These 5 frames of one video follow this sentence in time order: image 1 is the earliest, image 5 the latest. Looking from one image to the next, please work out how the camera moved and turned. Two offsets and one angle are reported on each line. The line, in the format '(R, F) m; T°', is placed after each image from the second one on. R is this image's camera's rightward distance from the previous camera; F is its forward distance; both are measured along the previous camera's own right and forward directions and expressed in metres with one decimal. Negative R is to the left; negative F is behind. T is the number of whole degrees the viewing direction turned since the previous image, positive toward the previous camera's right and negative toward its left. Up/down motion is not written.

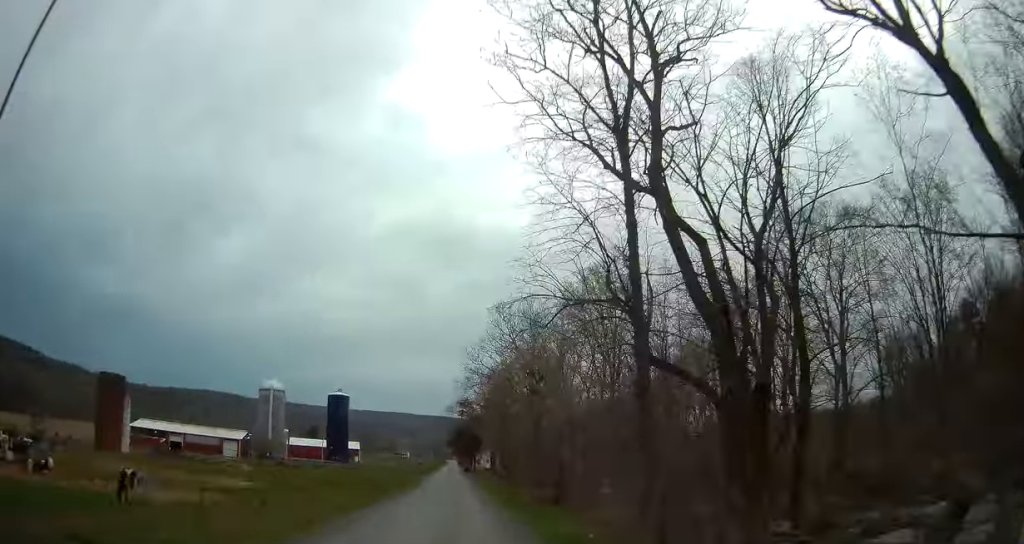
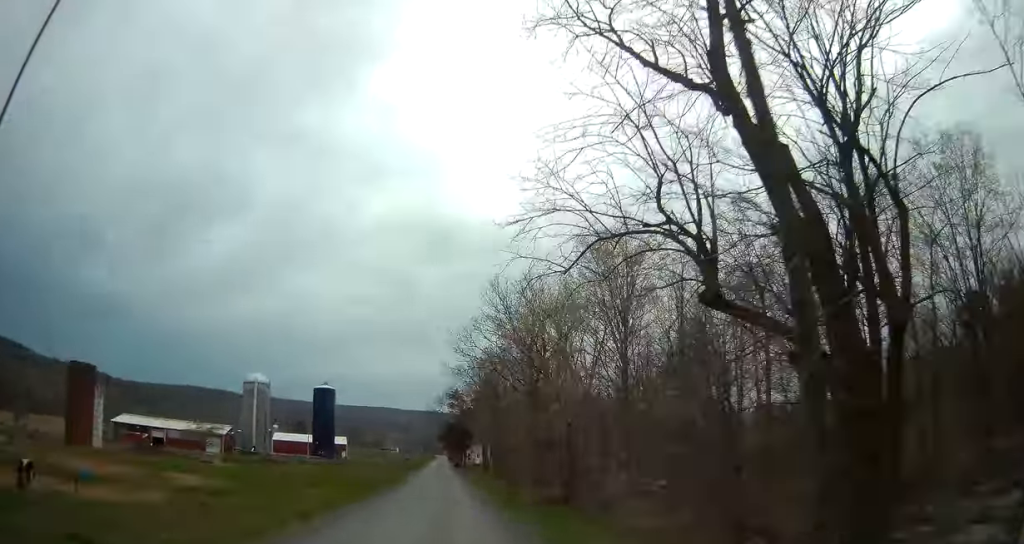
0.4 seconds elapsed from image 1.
(+0.1, +5.5) m; 0°
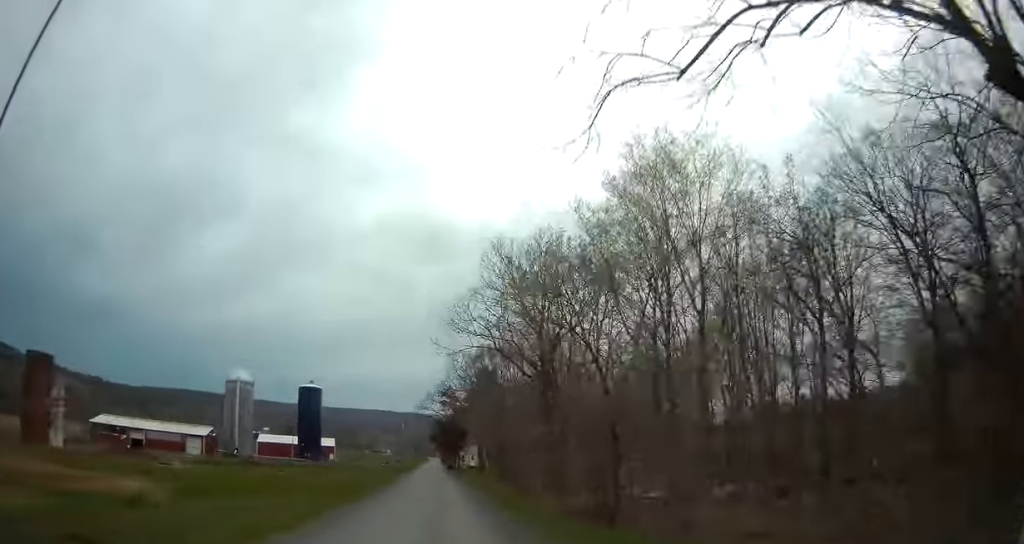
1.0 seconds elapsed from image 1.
(0.0, +8.8) m; 0°
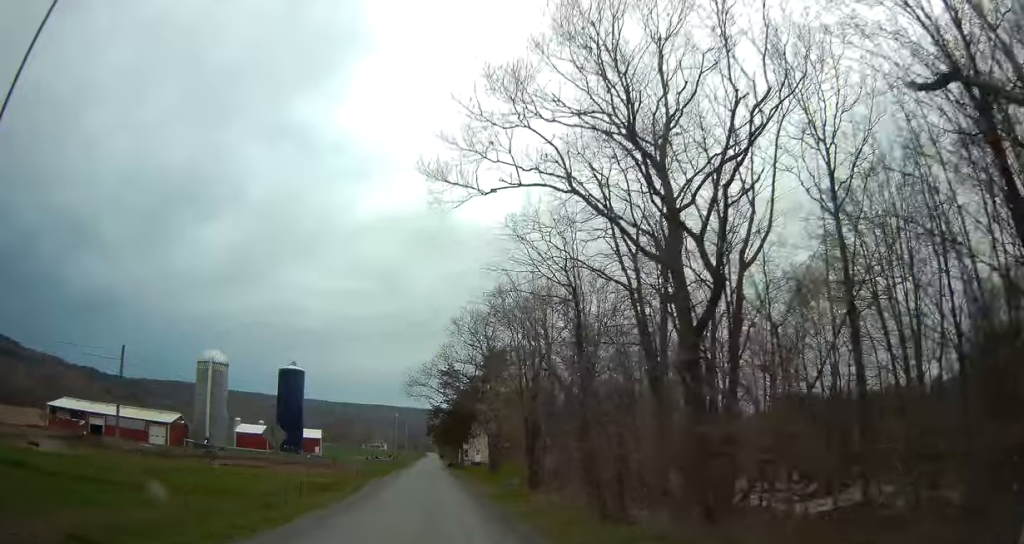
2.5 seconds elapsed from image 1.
(0.0, +20.8) m; 0°
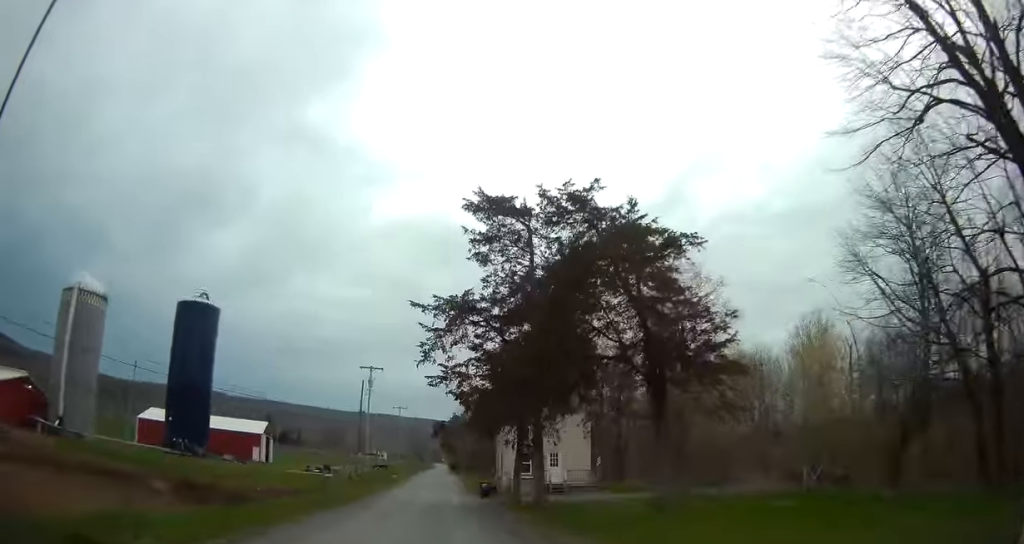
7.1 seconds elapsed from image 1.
(-2.6, +61.0) m; -5°
